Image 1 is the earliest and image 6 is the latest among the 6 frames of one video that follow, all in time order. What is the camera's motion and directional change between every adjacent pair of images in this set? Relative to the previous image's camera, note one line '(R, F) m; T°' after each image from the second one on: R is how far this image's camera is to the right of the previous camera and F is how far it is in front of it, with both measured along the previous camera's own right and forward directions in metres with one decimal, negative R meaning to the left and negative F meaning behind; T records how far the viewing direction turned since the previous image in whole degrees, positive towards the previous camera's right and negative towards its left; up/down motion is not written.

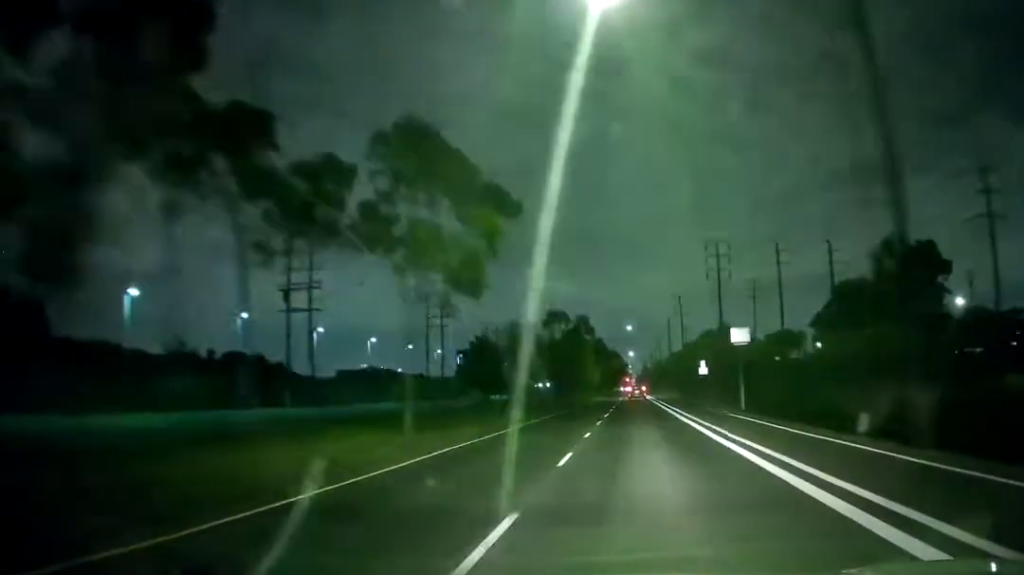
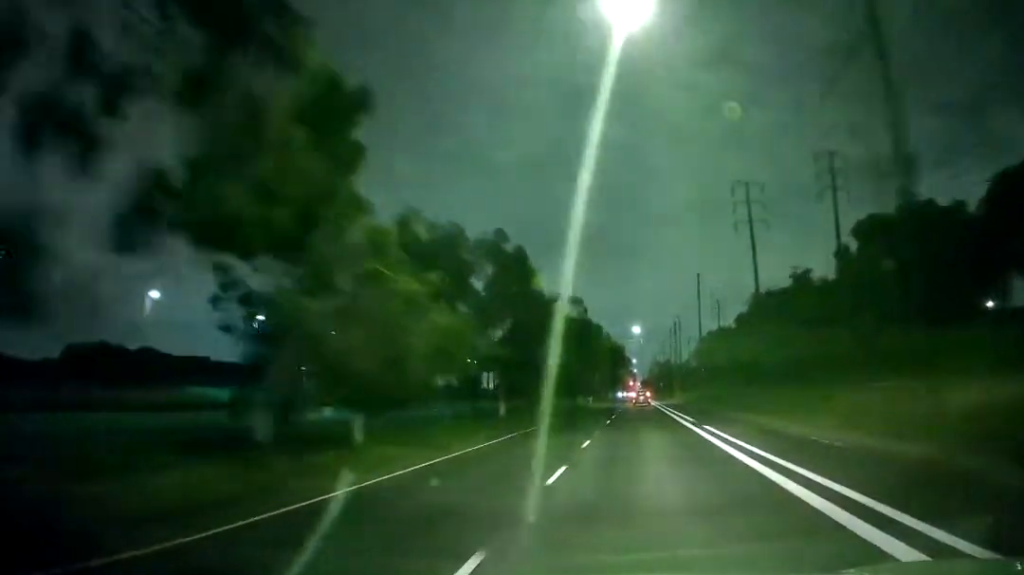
(-0.4, +90.2) m; 0°
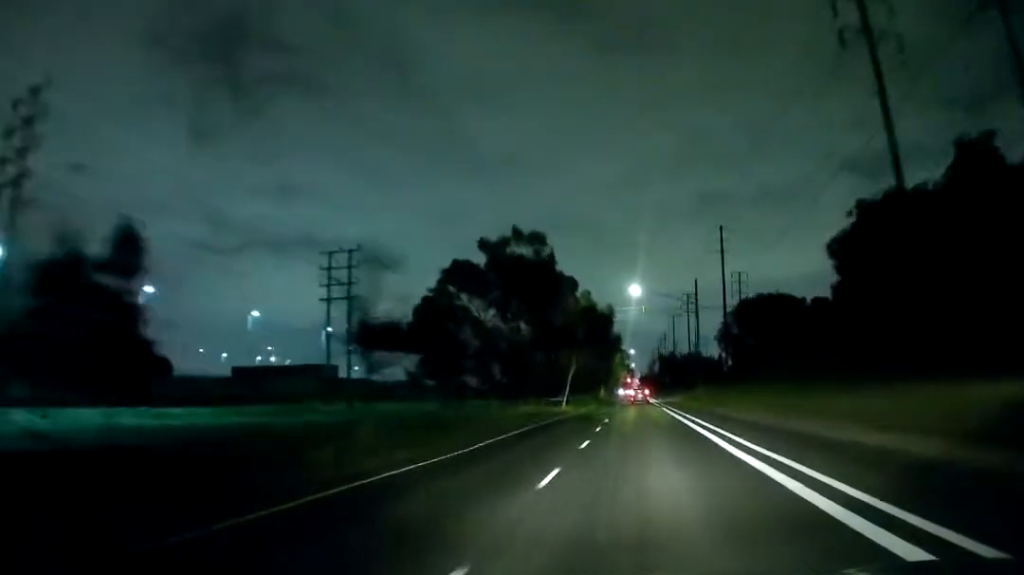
(0.0, +37.5) m; 0°
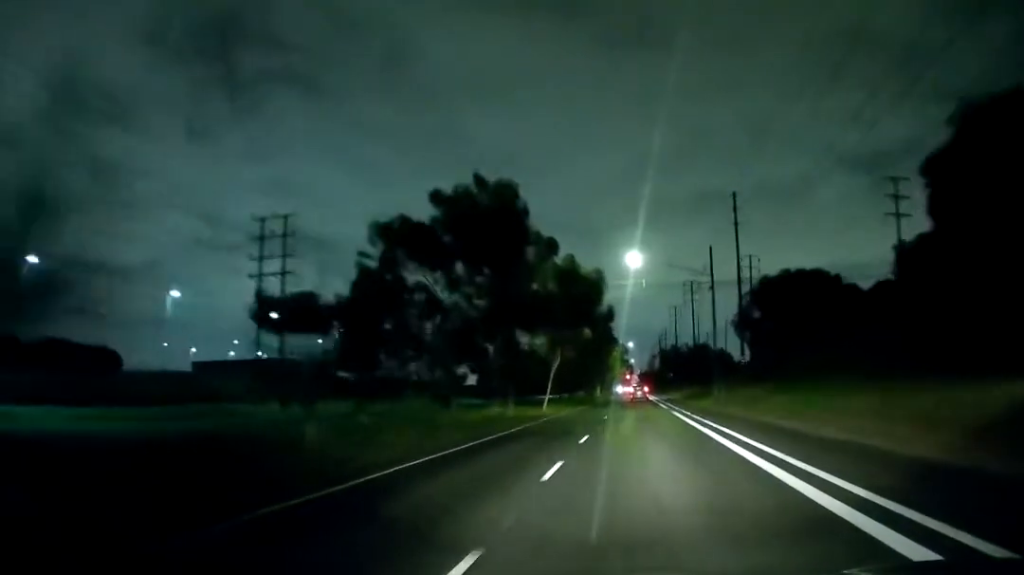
(0.0, +13.8) m; 0°
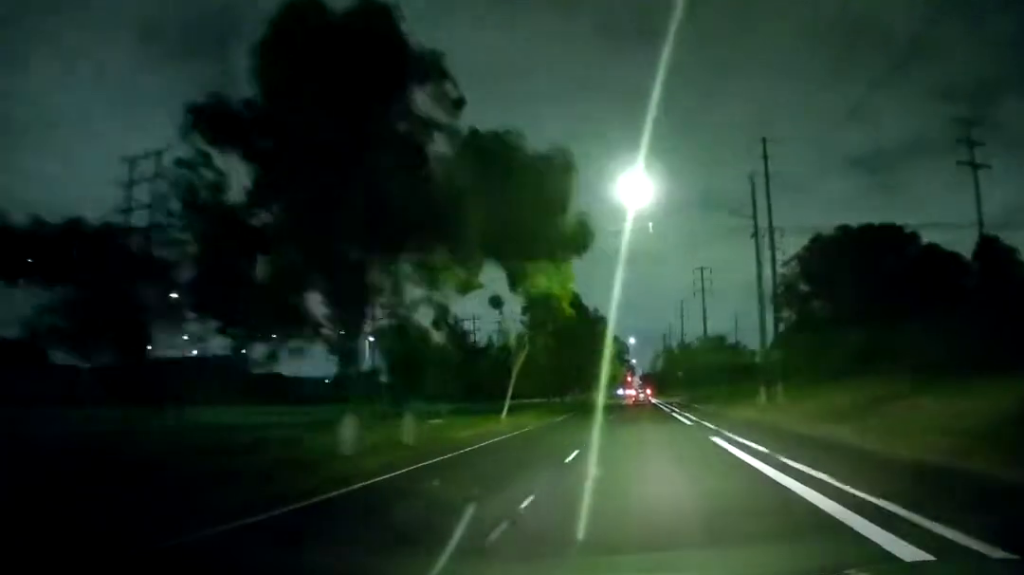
(0.0, +19.0) m; 0°
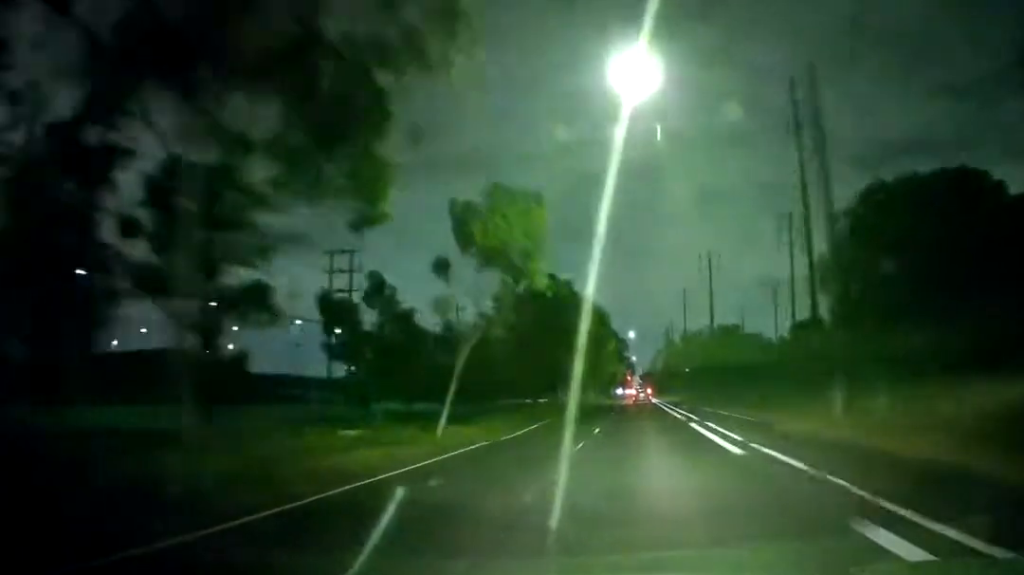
(0.0, +12.1) m; 0°
